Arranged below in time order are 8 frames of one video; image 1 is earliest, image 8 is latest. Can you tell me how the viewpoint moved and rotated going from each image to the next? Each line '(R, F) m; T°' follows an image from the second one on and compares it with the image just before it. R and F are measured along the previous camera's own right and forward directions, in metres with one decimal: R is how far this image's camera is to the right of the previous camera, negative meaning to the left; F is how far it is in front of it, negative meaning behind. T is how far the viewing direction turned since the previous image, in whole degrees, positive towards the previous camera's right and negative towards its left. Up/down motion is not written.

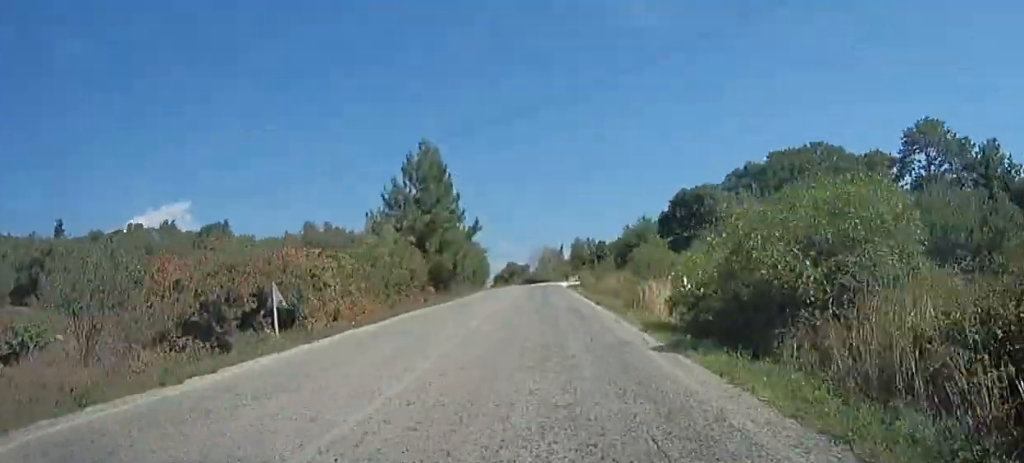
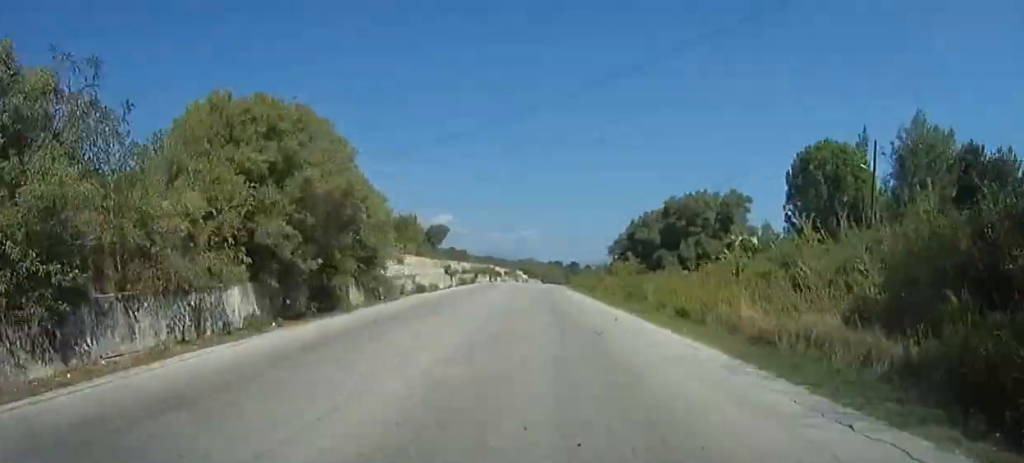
(-3.9, +150.4) m; -9°
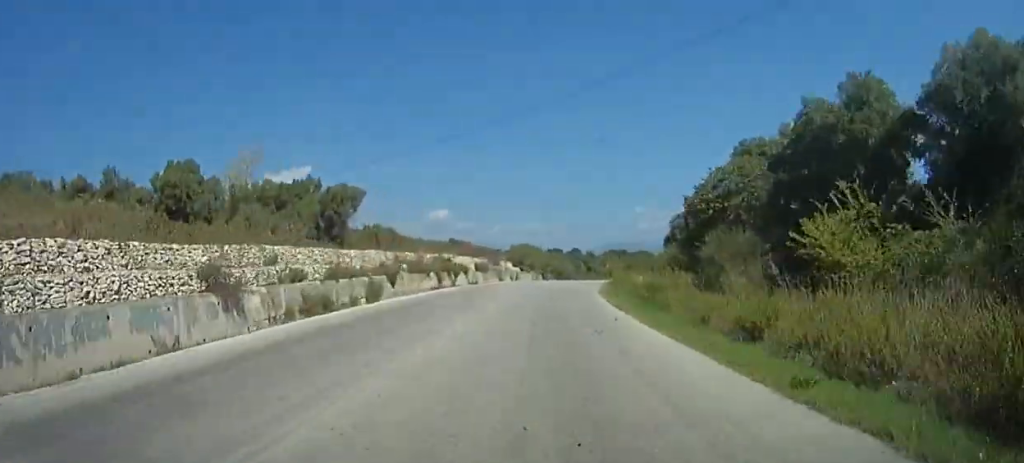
(-2.4, +42.3) m; -2°
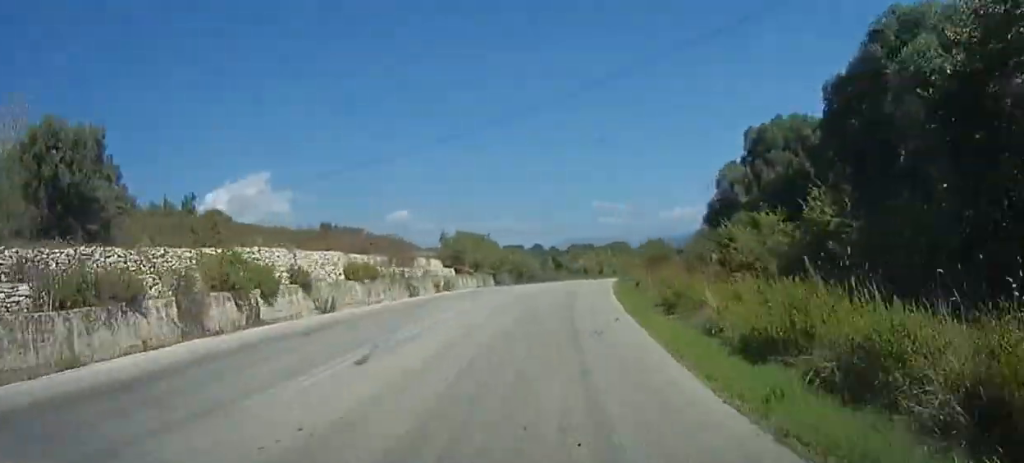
(+0.2, +27.9) m; +2°
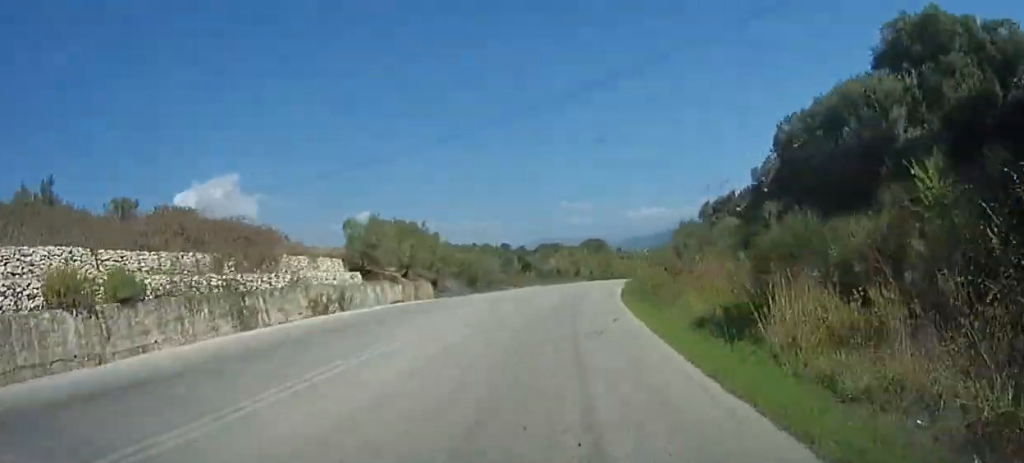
(0.0, +17.3) m; +2°
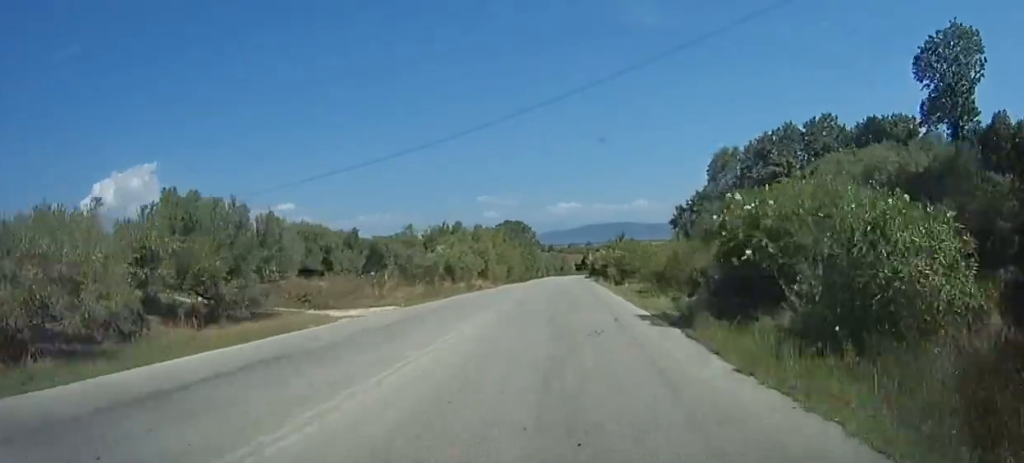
(+1.6, +40.8) m; +7°
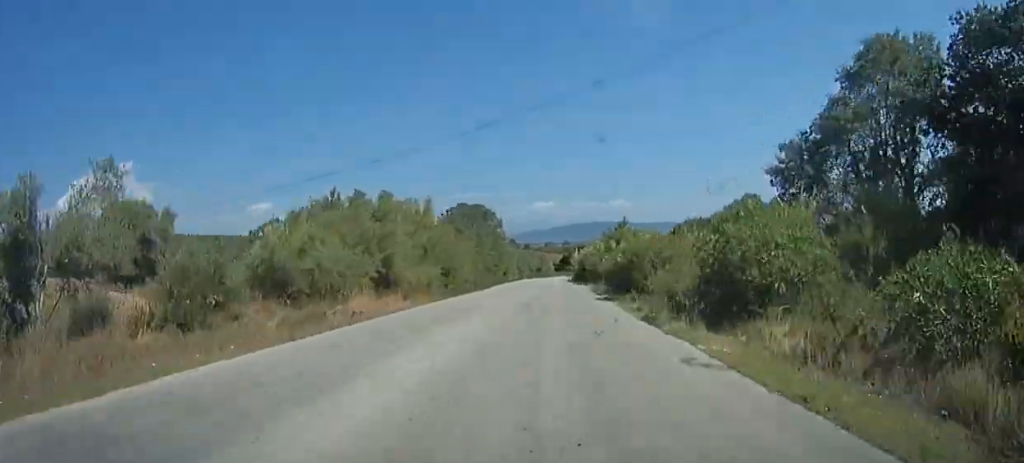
(+2.1, +26.8) m; +5°
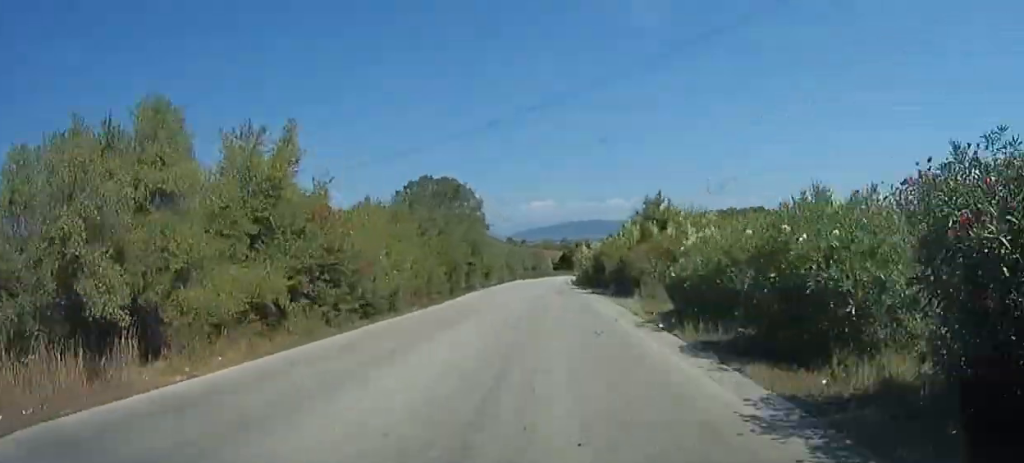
(+0.7, +20.1) m; +3°
